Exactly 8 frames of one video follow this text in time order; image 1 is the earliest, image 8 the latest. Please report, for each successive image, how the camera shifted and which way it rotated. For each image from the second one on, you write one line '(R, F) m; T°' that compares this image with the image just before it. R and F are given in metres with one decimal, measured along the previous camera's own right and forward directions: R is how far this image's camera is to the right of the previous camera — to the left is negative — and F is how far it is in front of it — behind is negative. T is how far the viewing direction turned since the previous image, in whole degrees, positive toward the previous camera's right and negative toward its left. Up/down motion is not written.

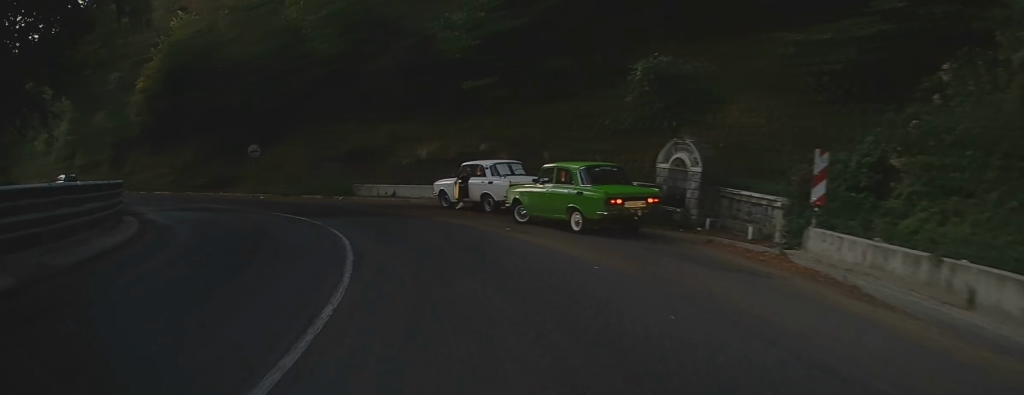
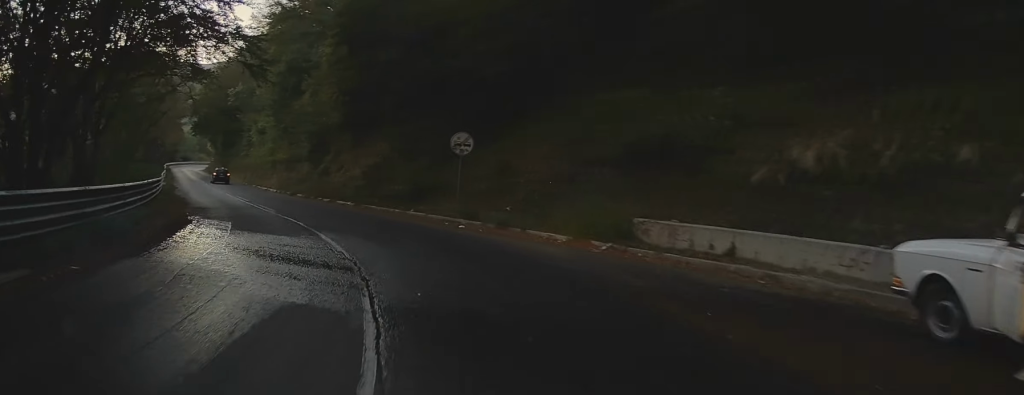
(-3.3, +15.7) m; -23°
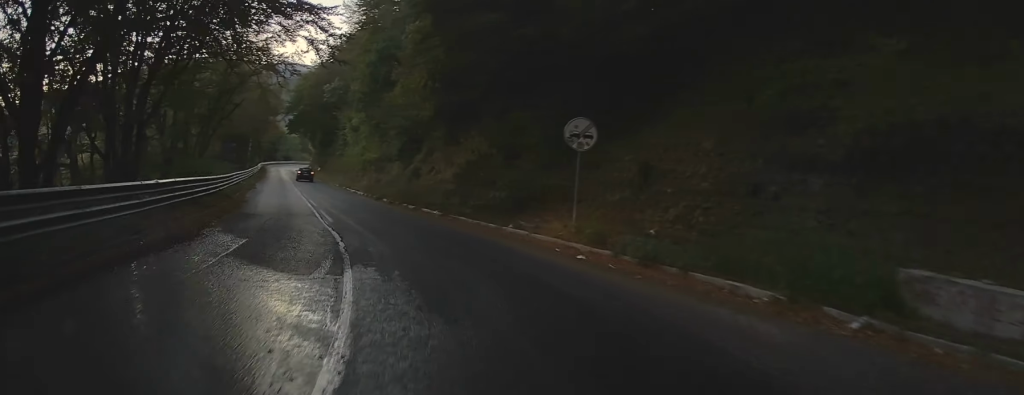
(-0.3, +6.8) m; -5°
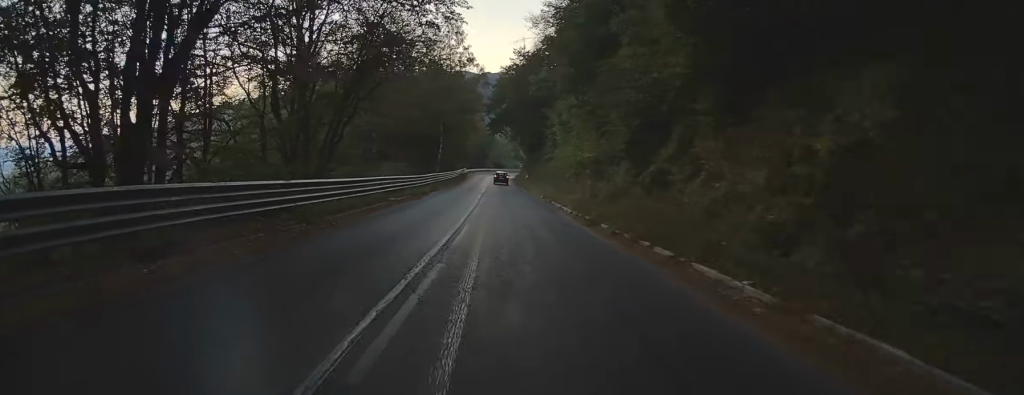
(-1.4, +16.9) m; -12°
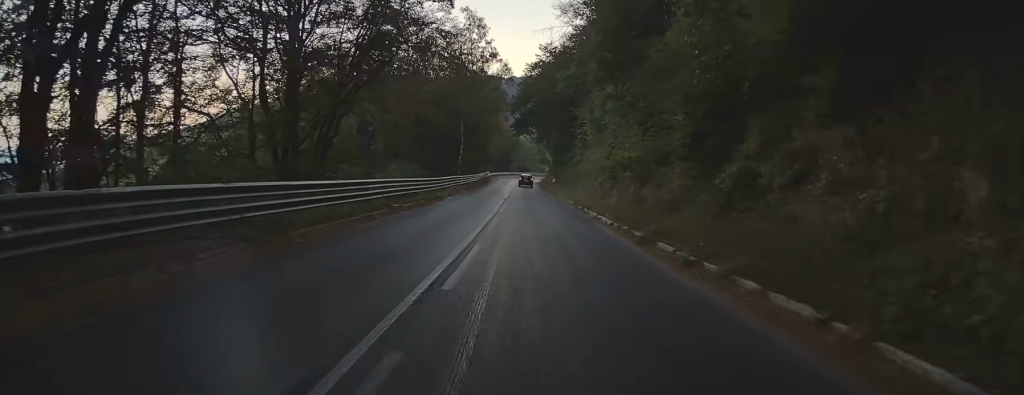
(-0.3, +5.7) m; -4°
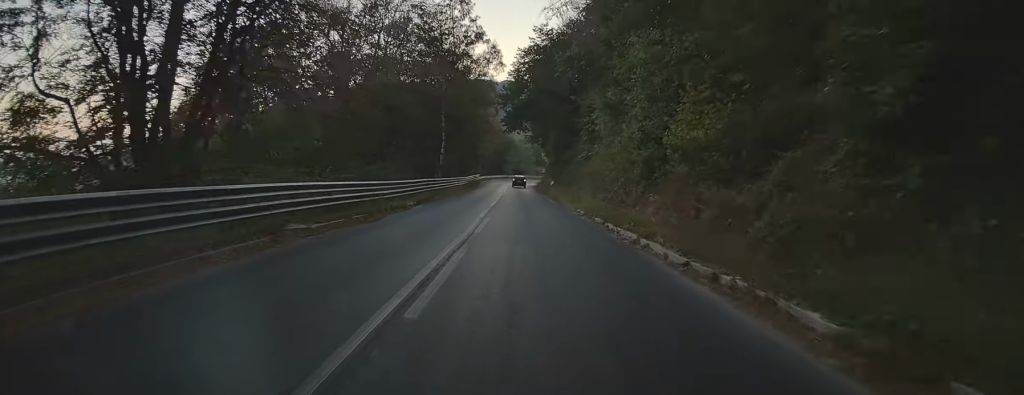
(-0.8, +11.9) m; -7°
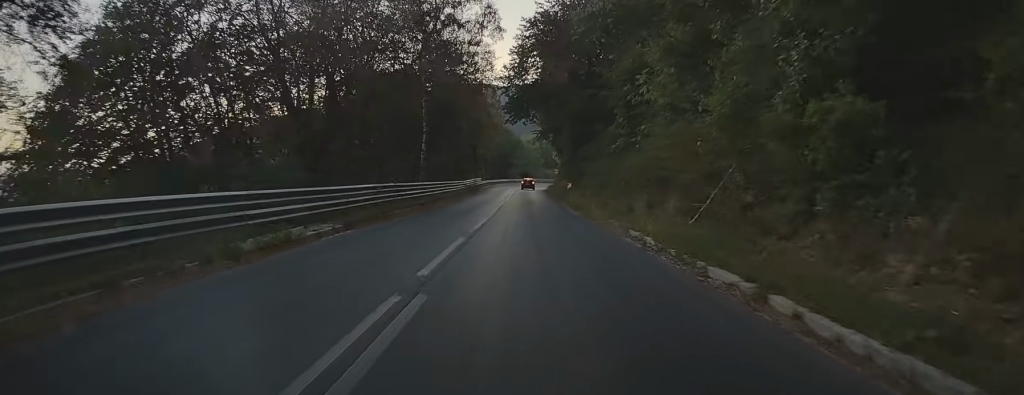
(-0.8, +15.1) m; -5°
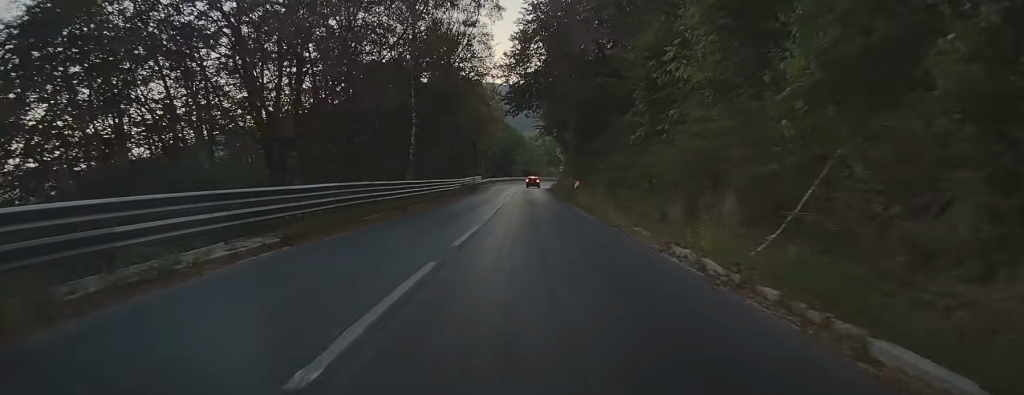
(+0.2, +5.1) m; -2°
